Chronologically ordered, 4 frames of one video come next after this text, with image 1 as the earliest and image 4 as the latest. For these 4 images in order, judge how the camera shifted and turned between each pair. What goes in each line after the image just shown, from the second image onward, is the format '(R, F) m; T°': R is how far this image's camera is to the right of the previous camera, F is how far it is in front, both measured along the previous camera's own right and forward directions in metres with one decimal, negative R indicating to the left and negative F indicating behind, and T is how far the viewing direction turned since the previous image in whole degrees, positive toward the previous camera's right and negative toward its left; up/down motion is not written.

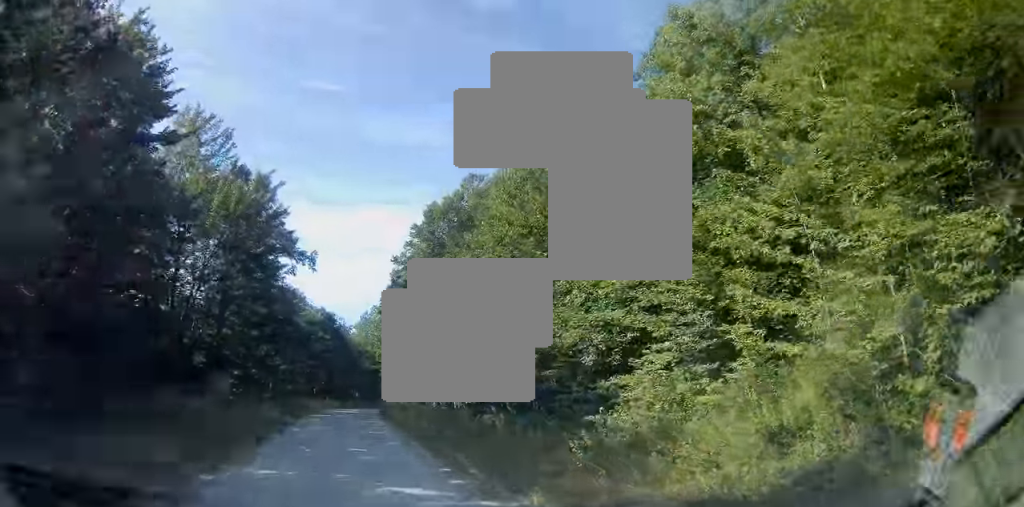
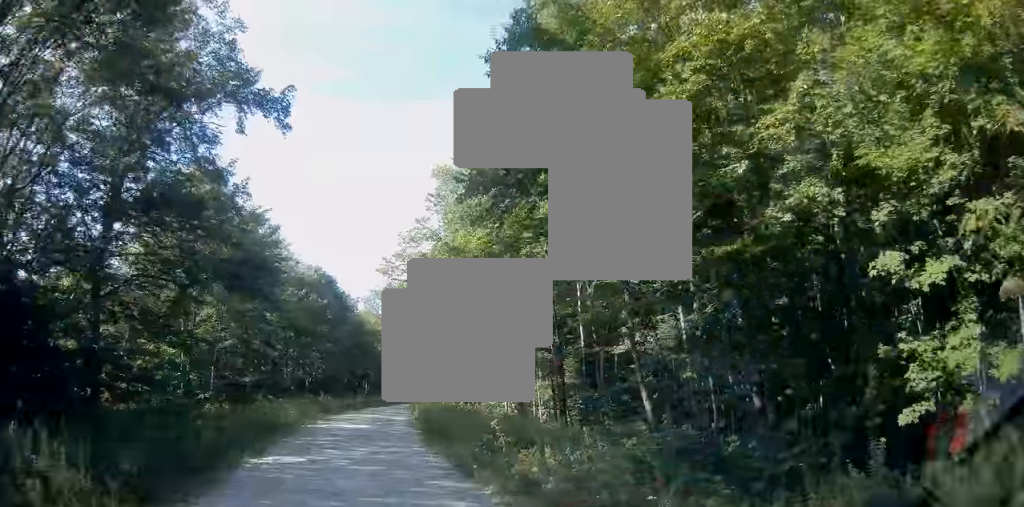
(+0.2, +24.3) m; +1°
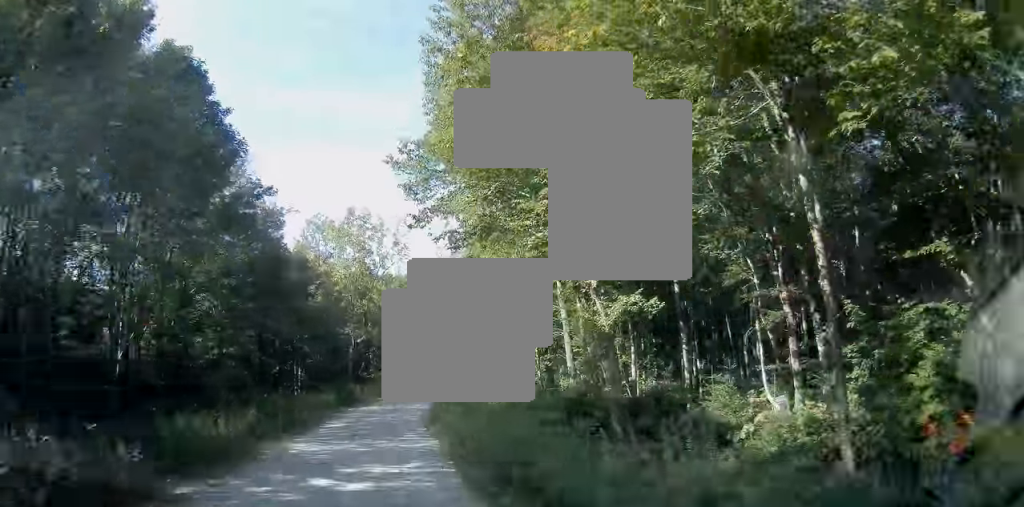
(+1.2, +37.5) m; +6°
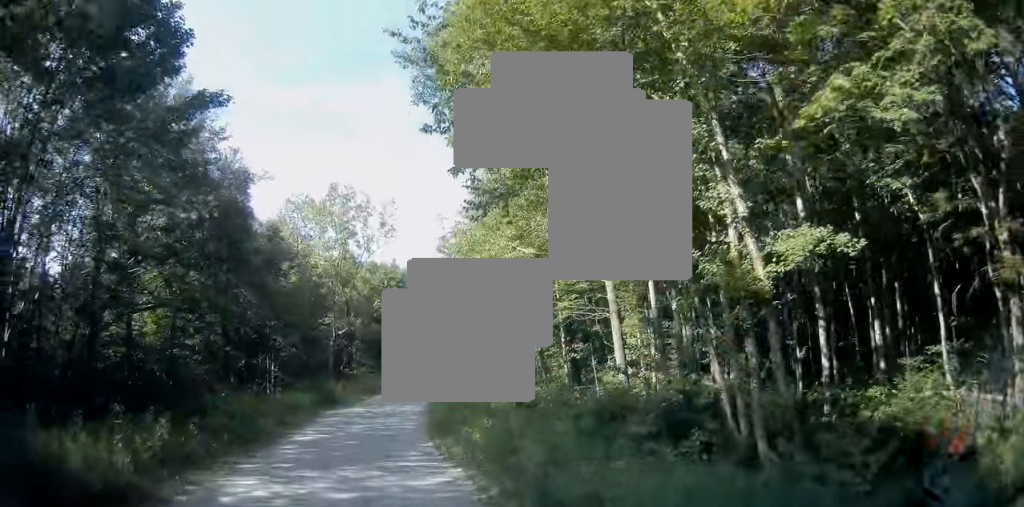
(+0.1, +6.5) m; +1°
